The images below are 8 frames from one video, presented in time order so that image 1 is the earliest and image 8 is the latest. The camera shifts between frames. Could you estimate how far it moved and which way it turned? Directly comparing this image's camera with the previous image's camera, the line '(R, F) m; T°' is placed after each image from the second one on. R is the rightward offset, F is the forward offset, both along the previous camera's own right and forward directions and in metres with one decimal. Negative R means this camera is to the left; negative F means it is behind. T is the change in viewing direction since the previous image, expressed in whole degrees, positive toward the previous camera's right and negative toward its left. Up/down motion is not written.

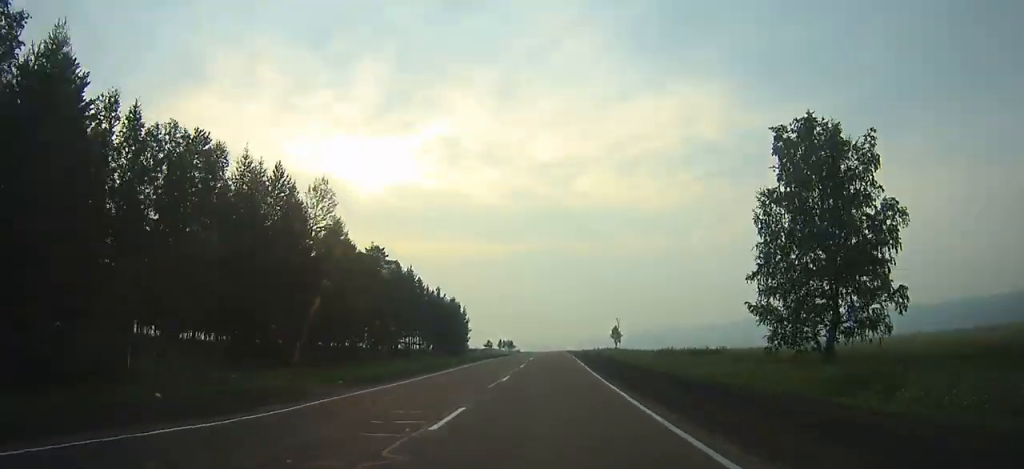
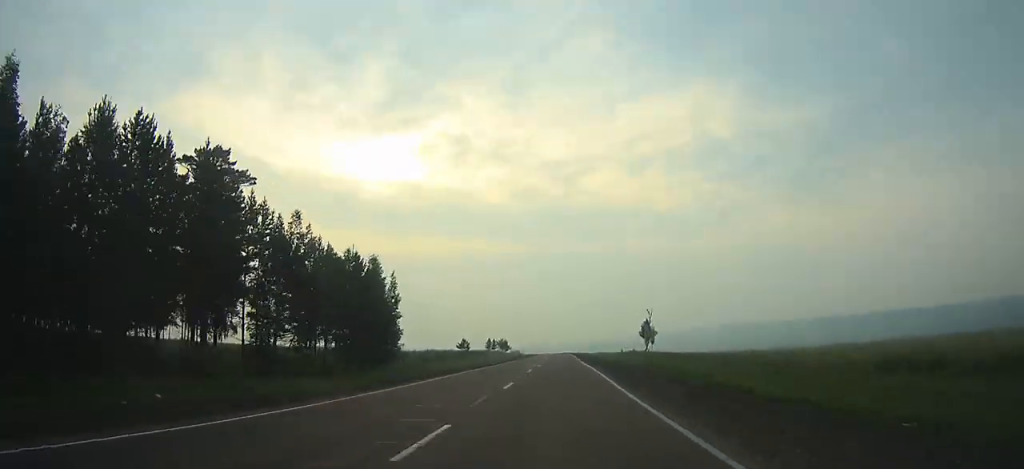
(-0.3, +47.1) m; 0°
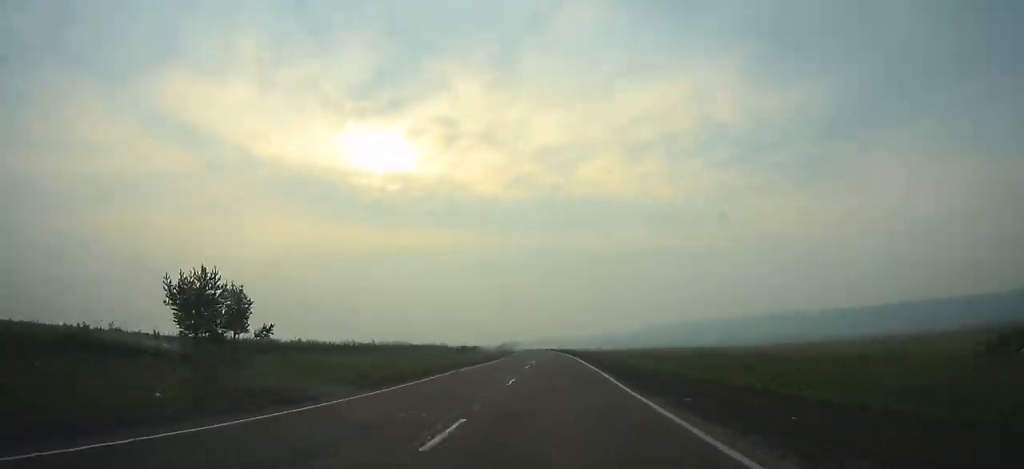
(-0.4, +142.0) m; -1°
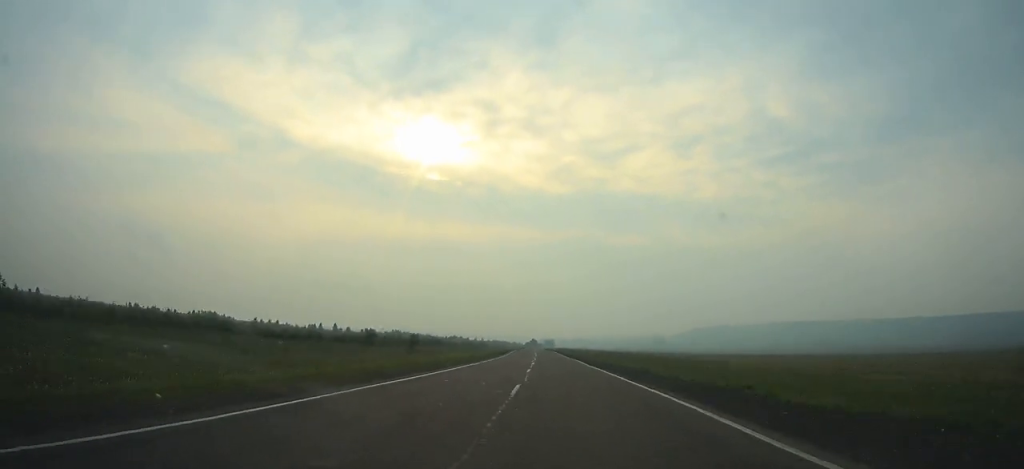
(-3.1, +121.8) m; -3°
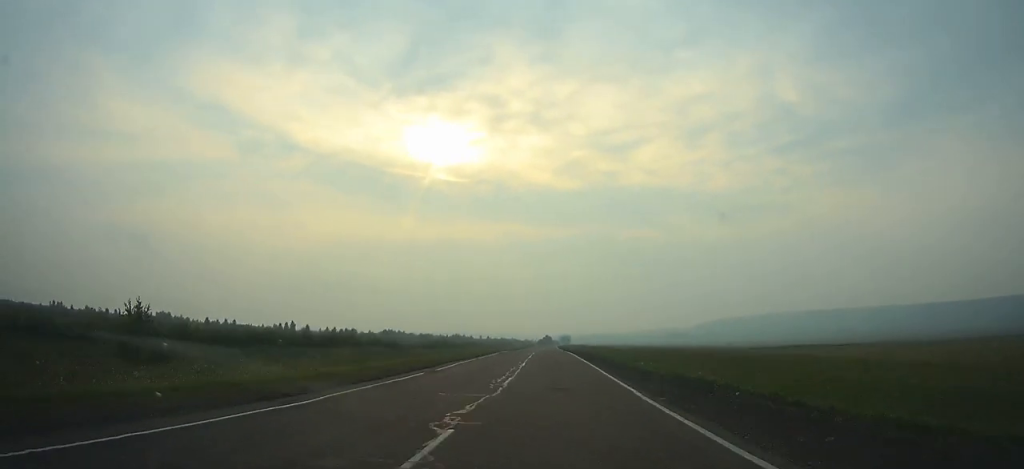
(-0.6, +54.8) m; -1°
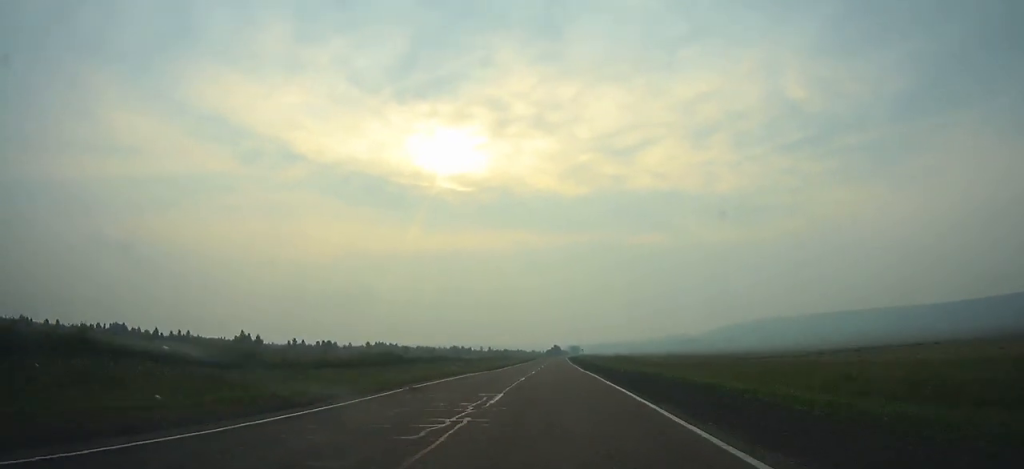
(-0.5, +37.2) m; 0°
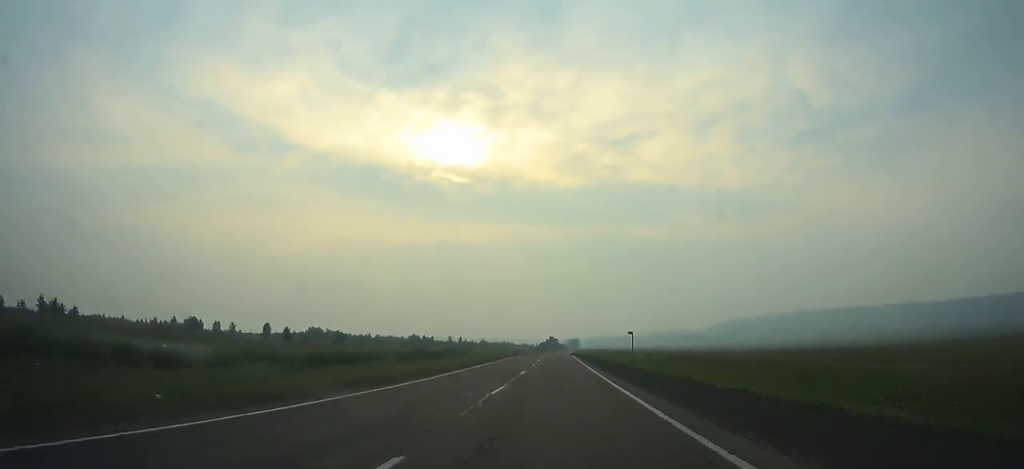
(-0.5, +92.7) m; 0°
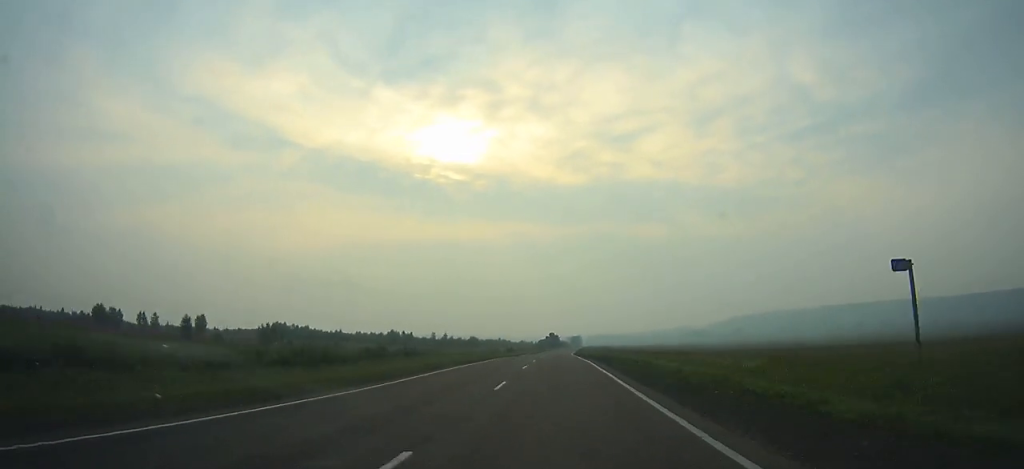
(0.0, +35.1) m; 0°
